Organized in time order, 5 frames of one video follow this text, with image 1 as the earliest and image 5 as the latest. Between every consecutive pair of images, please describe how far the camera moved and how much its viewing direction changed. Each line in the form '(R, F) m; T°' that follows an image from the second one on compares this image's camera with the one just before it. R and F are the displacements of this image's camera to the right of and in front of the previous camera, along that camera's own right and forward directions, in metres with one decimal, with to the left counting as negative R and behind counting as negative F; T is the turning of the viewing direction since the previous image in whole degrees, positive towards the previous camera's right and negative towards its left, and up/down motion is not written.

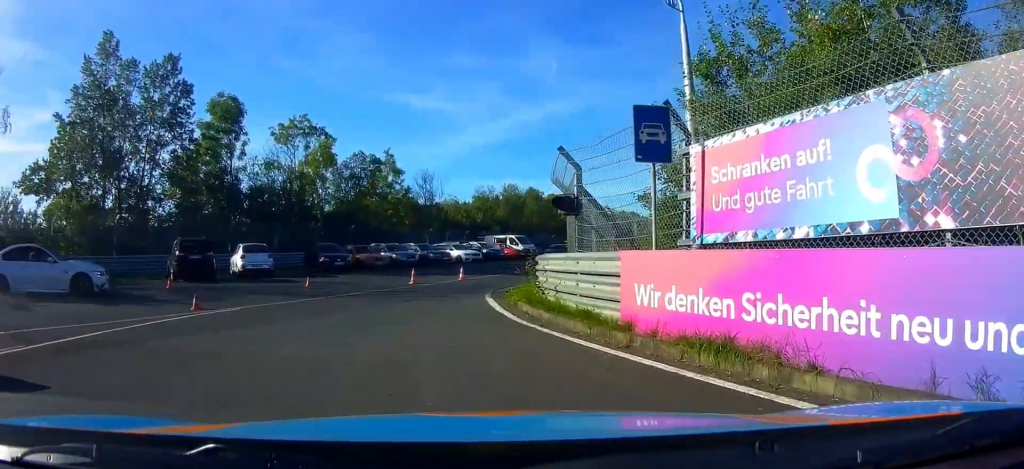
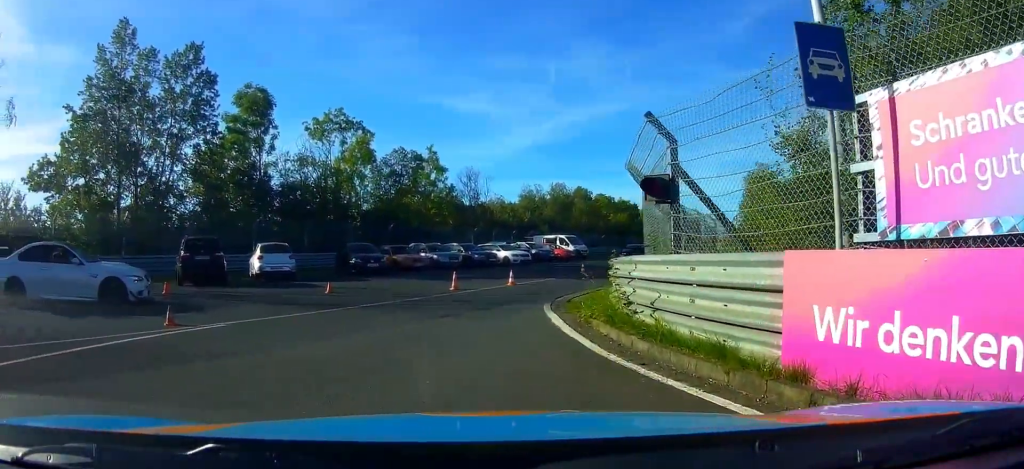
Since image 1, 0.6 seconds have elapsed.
(-0.1, +3.7) m; -3°
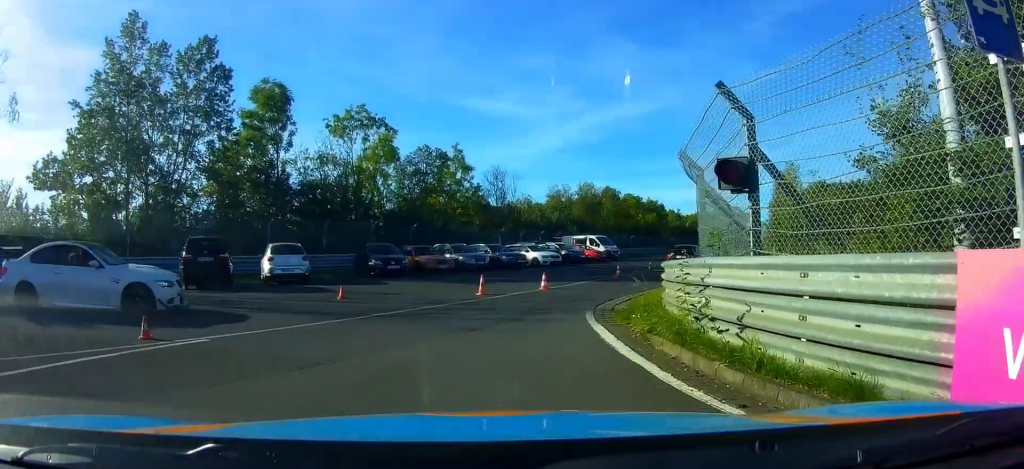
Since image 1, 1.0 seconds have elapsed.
(0.0, +2.0) m; -2°
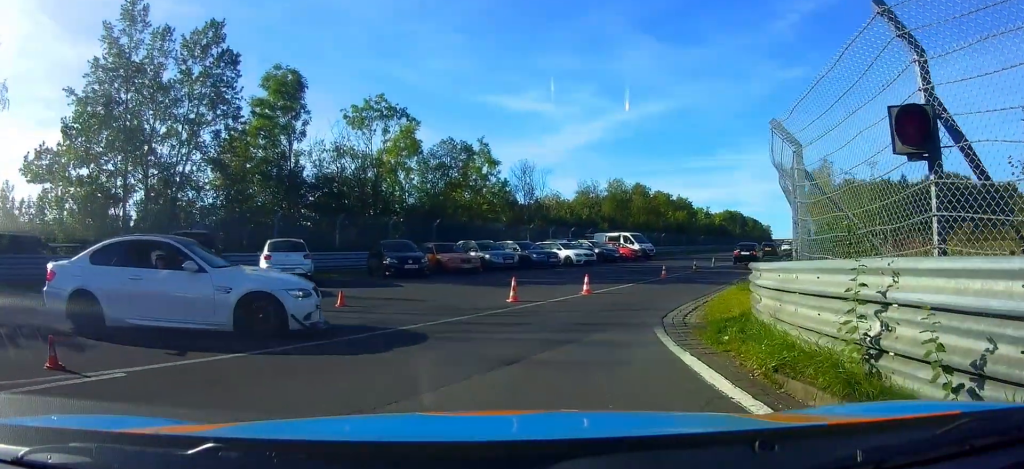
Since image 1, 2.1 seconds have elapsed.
(-0.1, +4.2) m; -6°
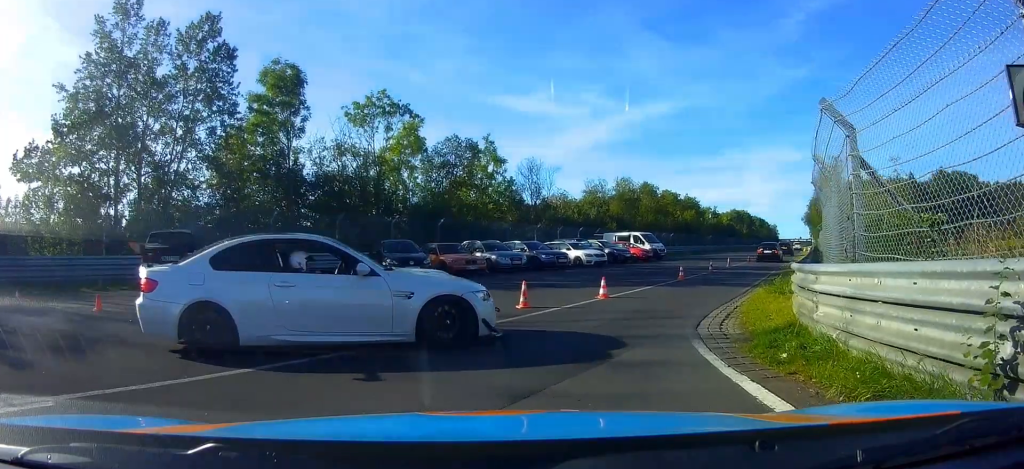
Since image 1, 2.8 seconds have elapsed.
(-0.1, +2.0) m; -3°
